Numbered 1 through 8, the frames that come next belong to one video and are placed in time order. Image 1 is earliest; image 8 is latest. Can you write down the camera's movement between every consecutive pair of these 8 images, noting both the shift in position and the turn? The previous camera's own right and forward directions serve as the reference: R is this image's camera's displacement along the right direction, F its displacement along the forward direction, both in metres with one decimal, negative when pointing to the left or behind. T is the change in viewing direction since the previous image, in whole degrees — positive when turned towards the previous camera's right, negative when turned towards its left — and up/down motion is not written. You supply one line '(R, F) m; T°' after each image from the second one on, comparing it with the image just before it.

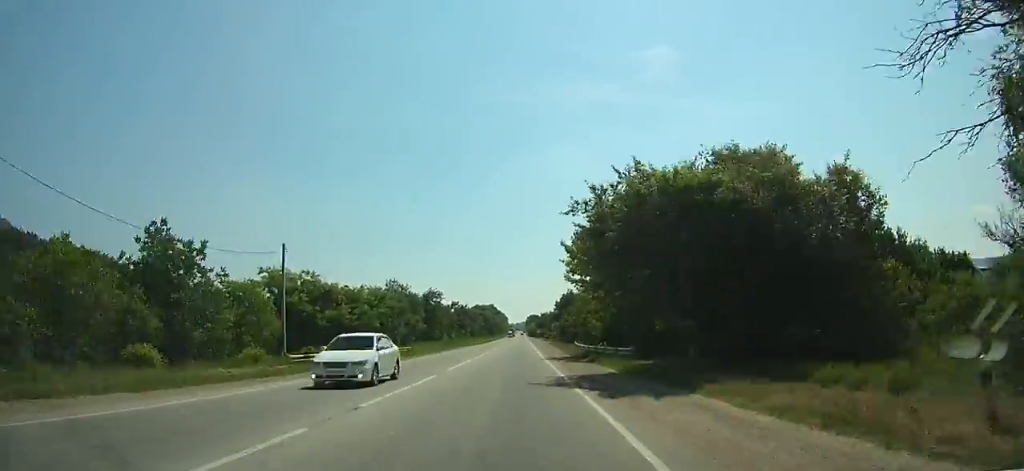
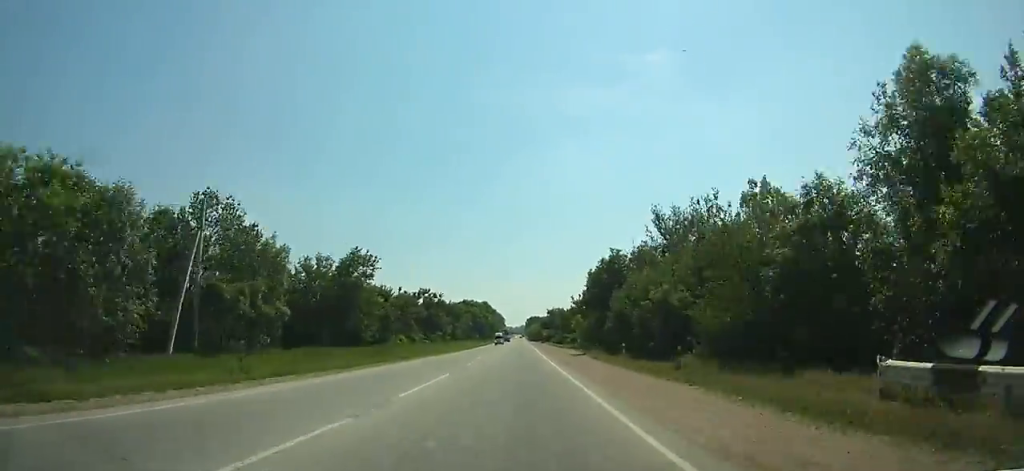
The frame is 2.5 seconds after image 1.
(-0.2, +46.4) m; 0°
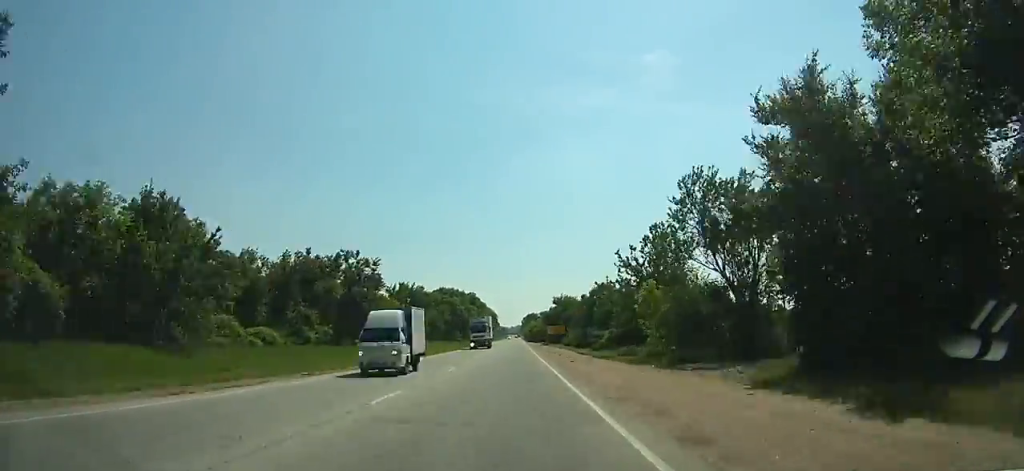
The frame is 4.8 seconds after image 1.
(-0.1, +42.5) m; 0°
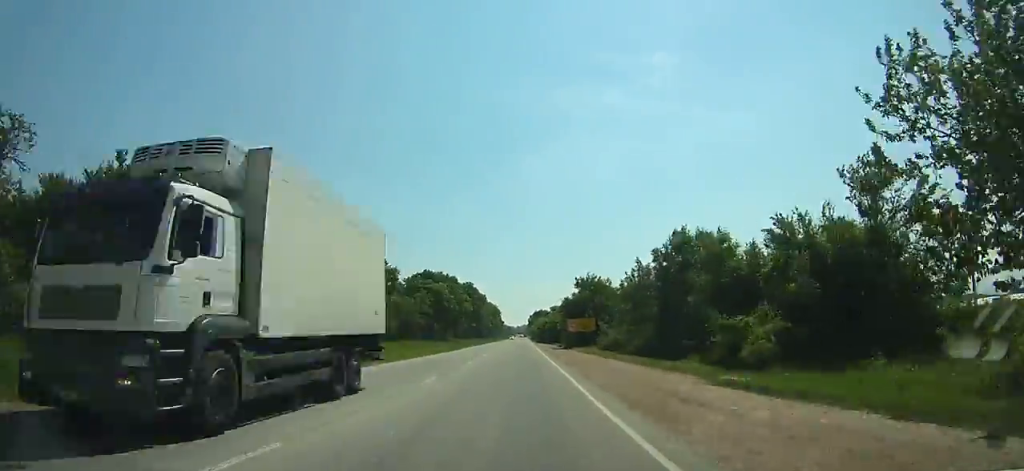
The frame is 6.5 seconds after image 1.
(+0.2, +31.2) m; 0°
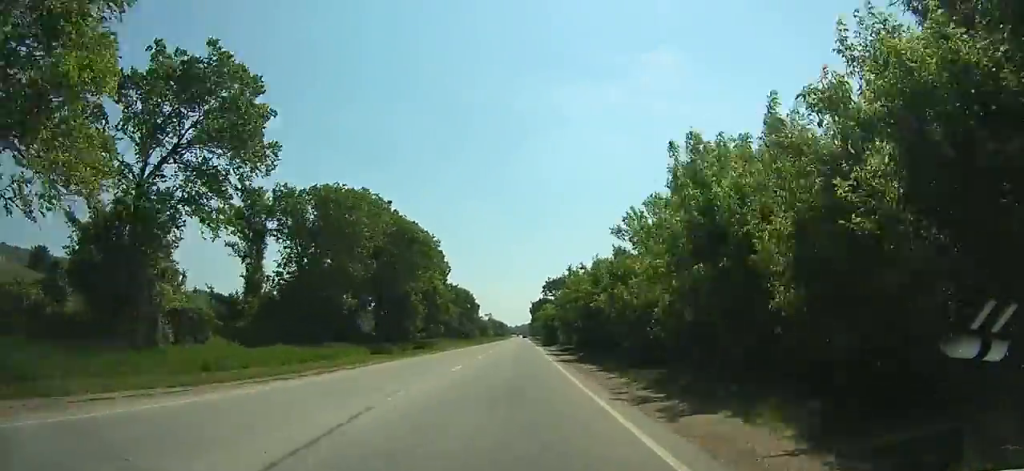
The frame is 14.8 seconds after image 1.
(+0.1, +147.1) m; 0°
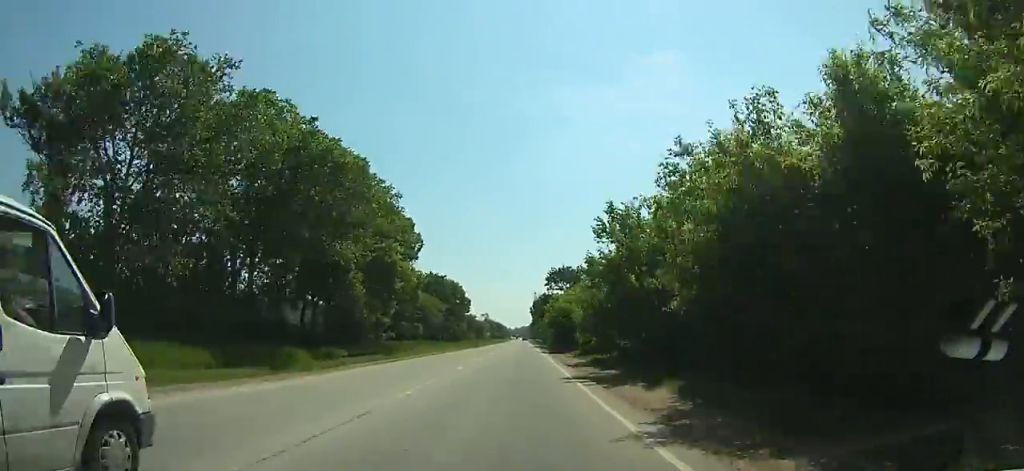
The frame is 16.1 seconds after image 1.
(+0.1, +22.3) m; 0°
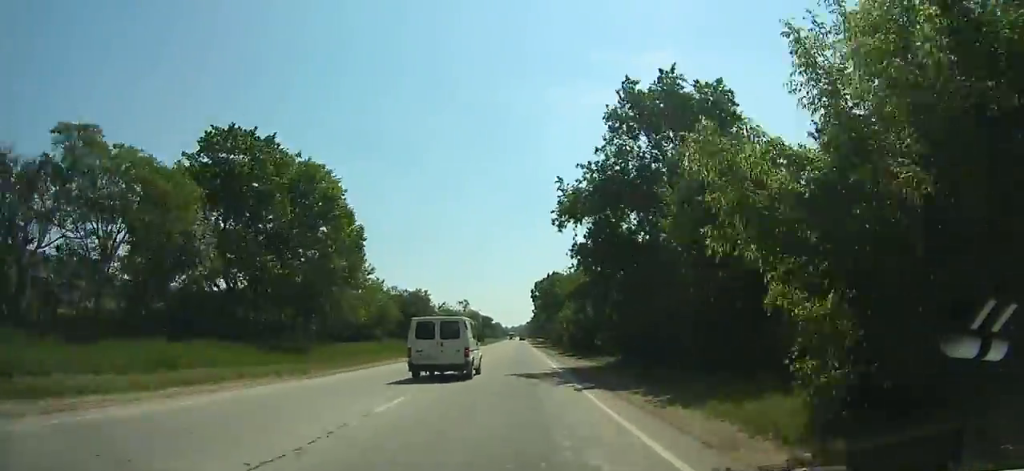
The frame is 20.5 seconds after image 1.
(-0.1, +73.3) m; 0°
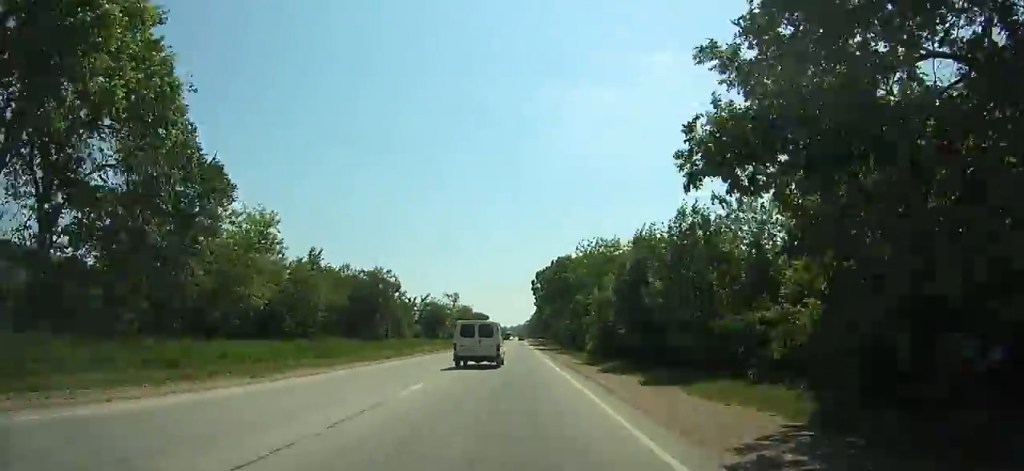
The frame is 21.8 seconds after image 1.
(+0.1, +21.4) m; 0°
